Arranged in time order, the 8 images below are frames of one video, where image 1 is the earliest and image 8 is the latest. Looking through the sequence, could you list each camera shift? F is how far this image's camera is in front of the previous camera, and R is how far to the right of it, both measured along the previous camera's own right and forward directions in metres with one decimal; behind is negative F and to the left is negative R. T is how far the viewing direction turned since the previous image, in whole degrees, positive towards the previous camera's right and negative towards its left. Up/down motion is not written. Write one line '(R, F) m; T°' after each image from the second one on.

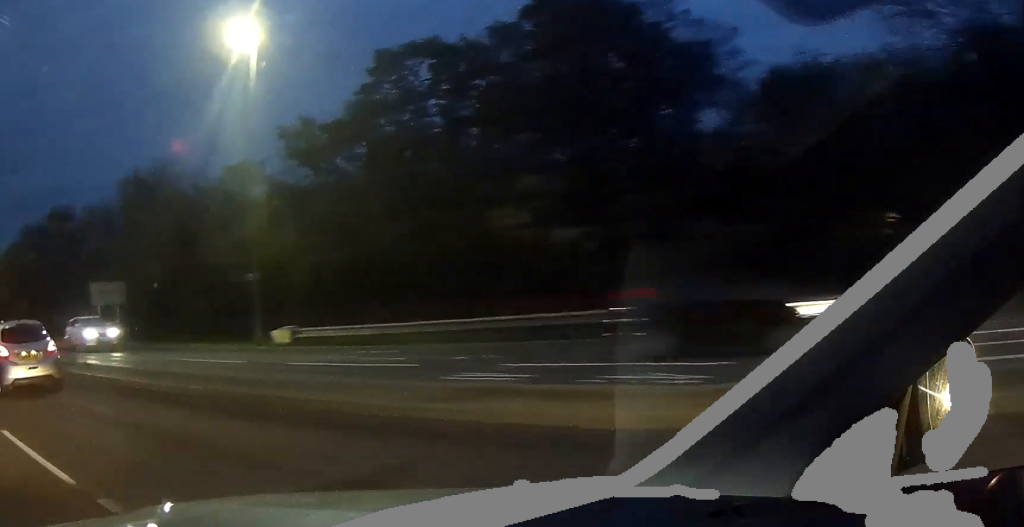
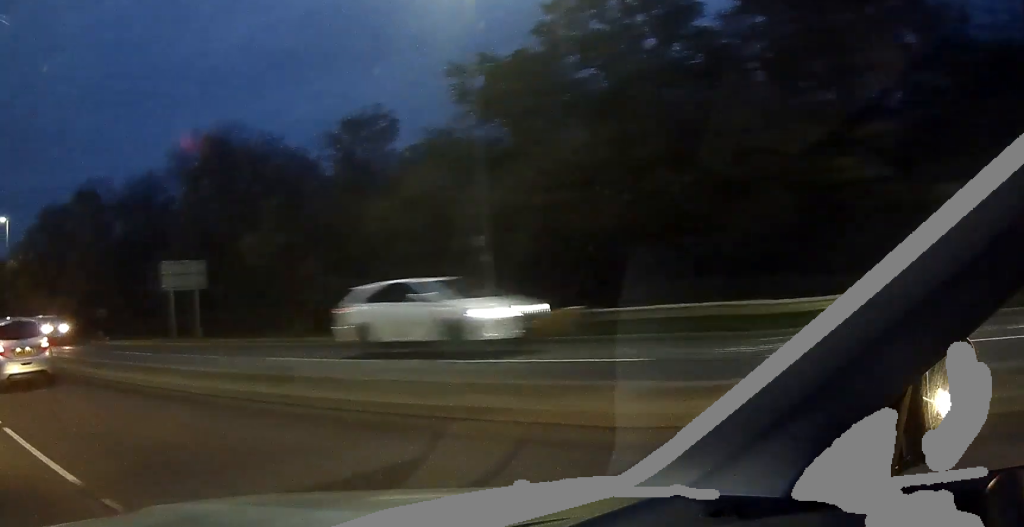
(0.0, +11.2) m; 0°
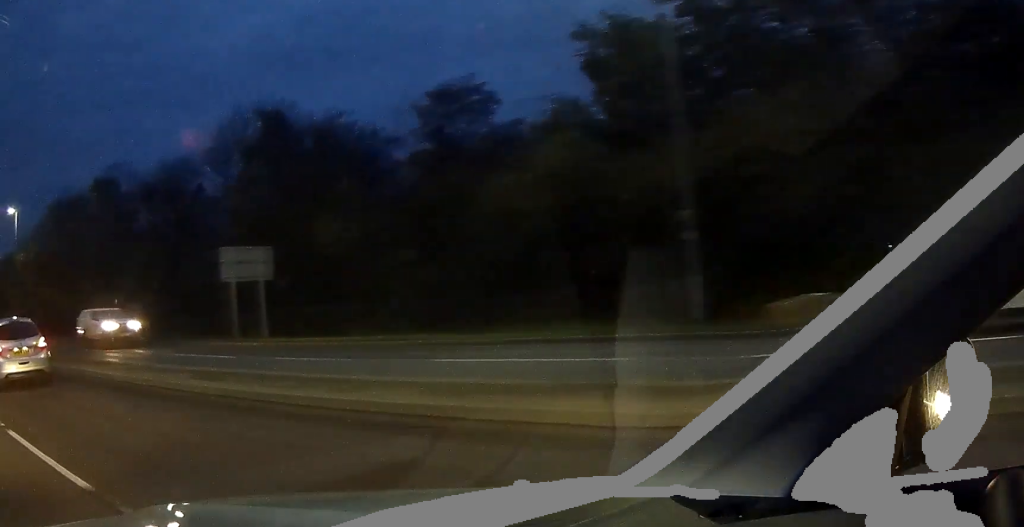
(0.0, +5.9) m; 0°
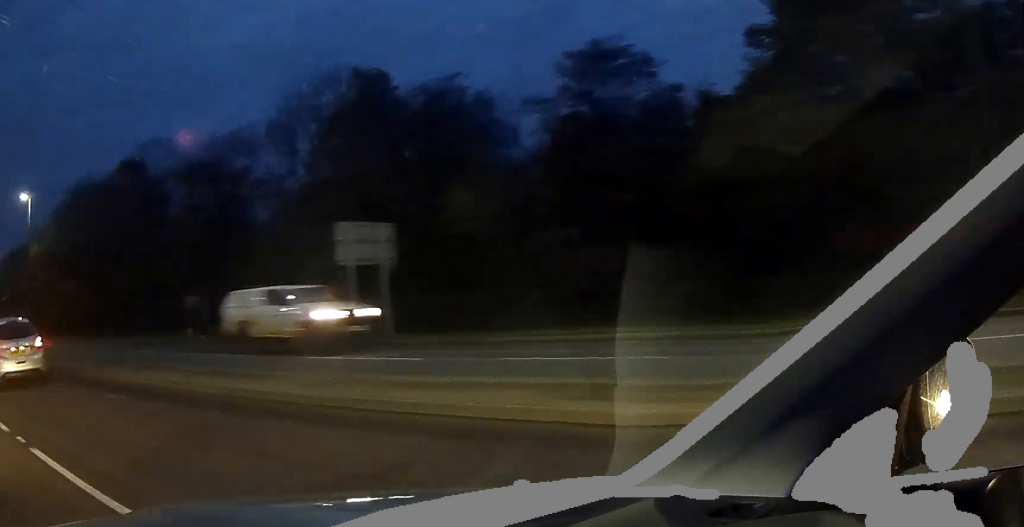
(0.0, +7.2) m; 0°
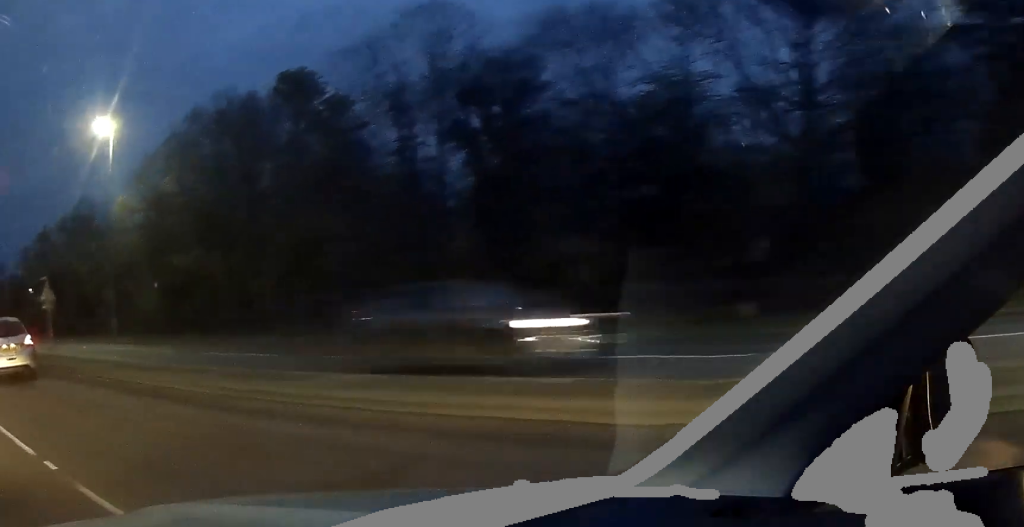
(+0.1, +24.2) m; +1°
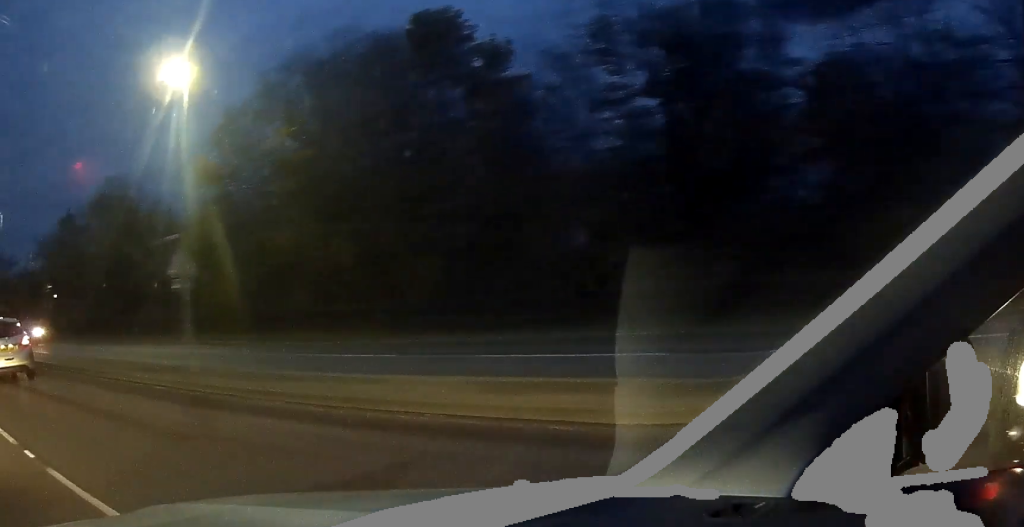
(+0.1, +10.3) m; +1°
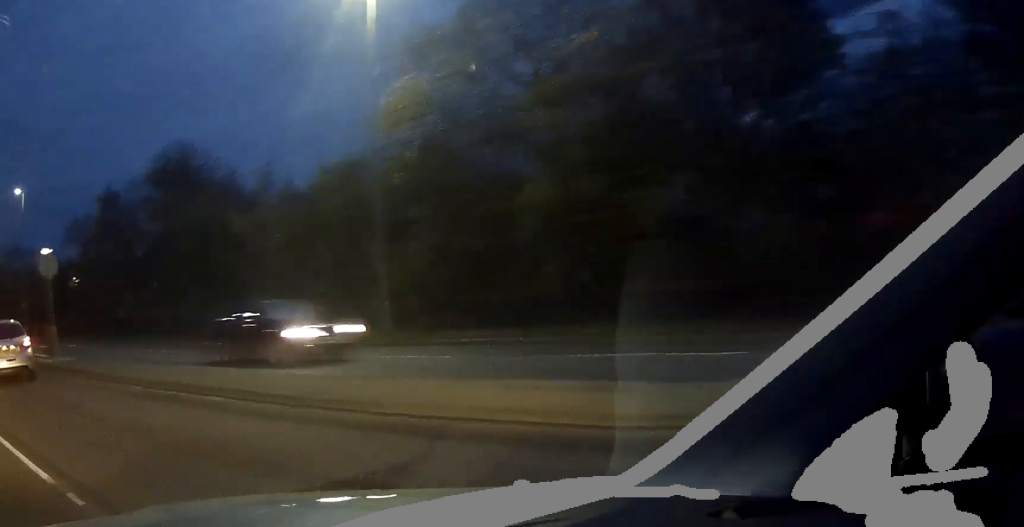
(+0.1, +13.1) m; 0°
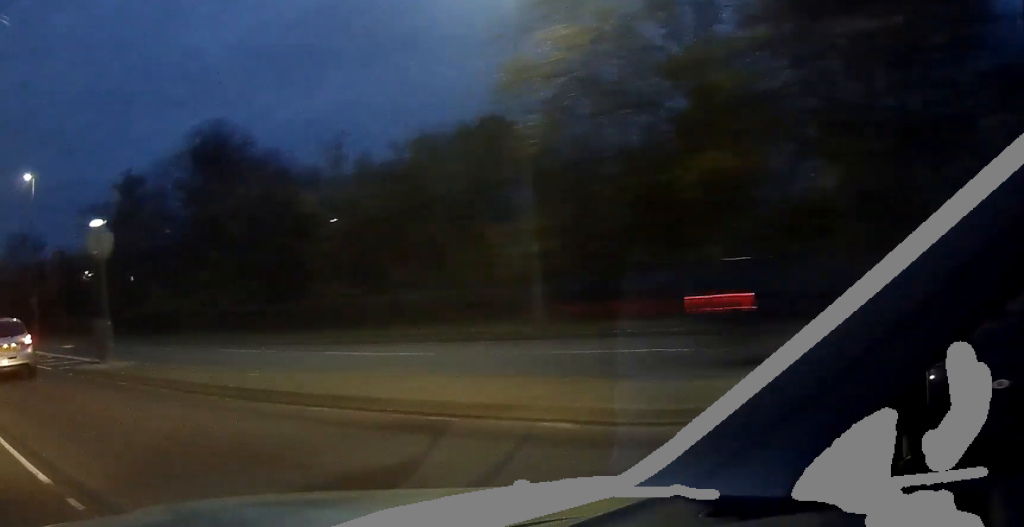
(0.0, +5.6) m; 0°
